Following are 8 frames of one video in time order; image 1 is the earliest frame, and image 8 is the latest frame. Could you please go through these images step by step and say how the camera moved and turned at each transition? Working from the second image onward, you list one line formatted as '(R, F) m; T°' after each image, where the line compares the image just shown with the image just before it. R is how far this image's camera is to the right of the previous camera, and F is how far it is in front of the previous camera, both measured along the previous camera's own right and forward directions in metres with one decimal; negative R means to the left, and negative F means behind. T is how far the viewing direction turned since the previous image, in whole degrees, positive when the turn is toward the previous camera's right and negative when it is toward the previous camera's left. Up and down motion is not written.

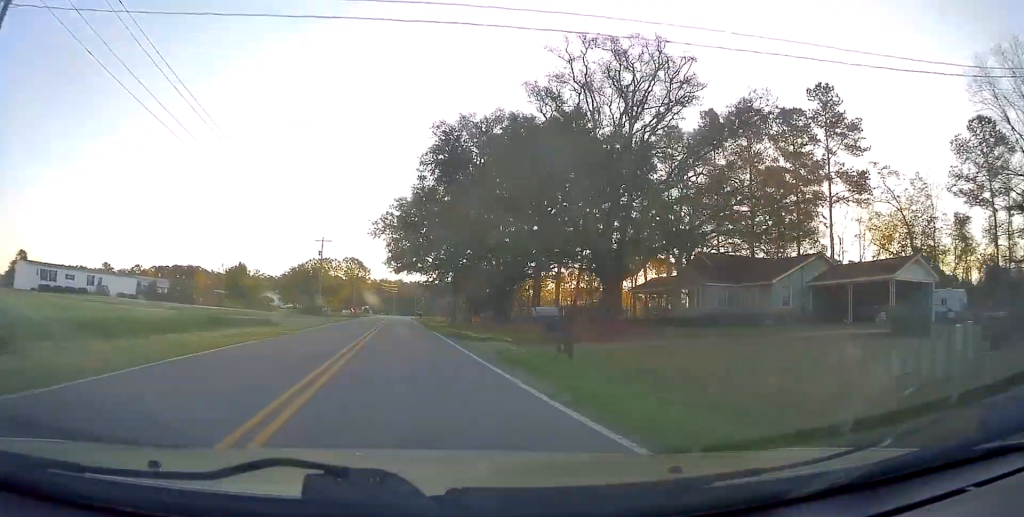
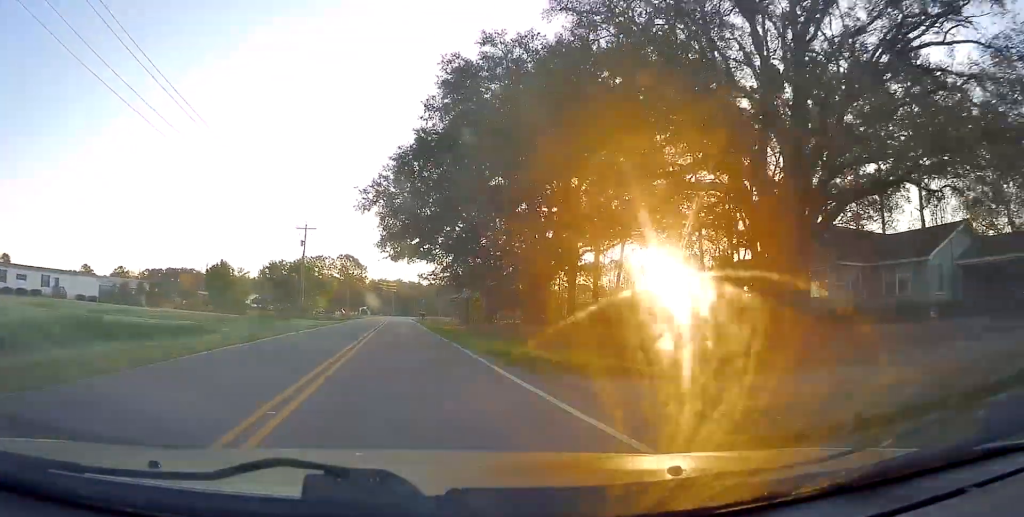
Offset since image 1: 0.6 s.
(-0.2, +13.5) m; -1°
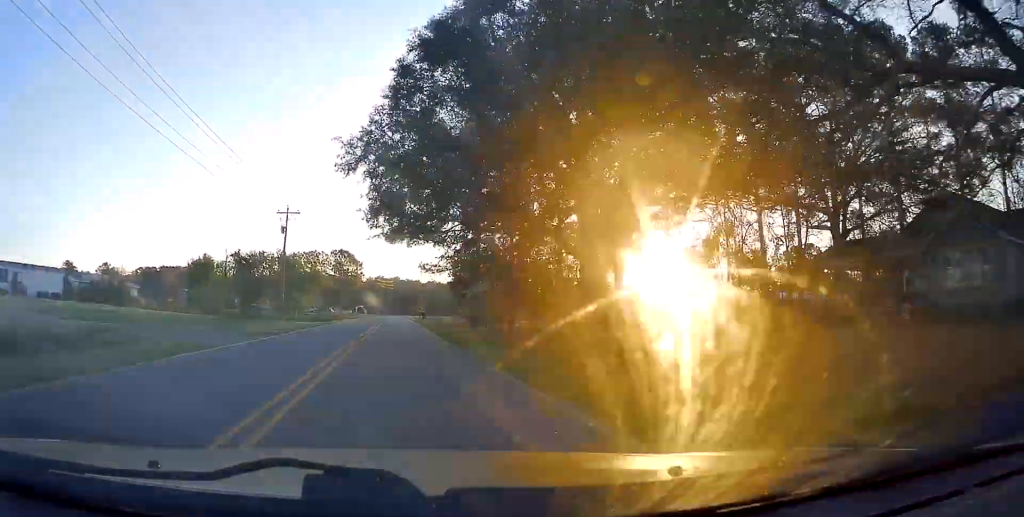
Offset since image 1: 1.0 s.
(+0.1, +10.4) m; 0°
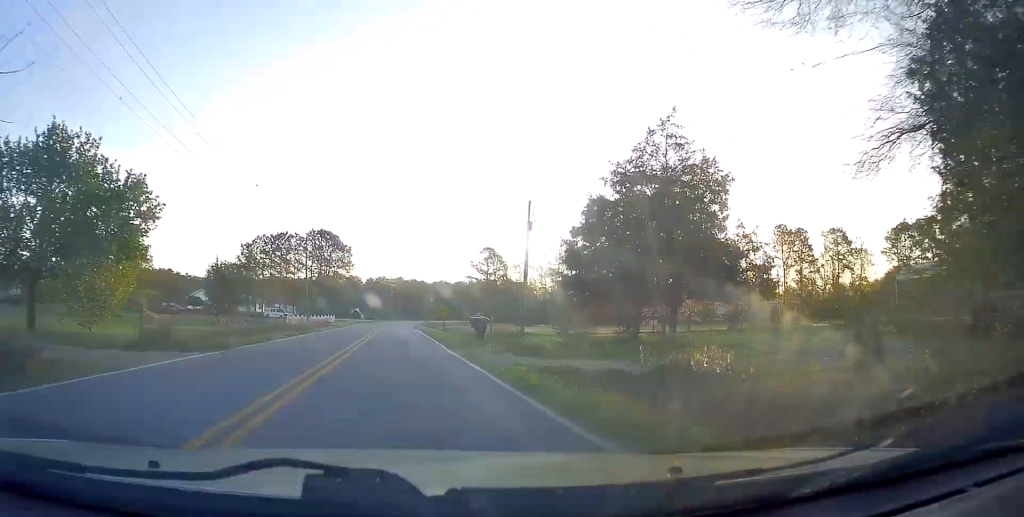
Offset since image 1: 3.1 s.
(0.0, +49.5) m; 0°
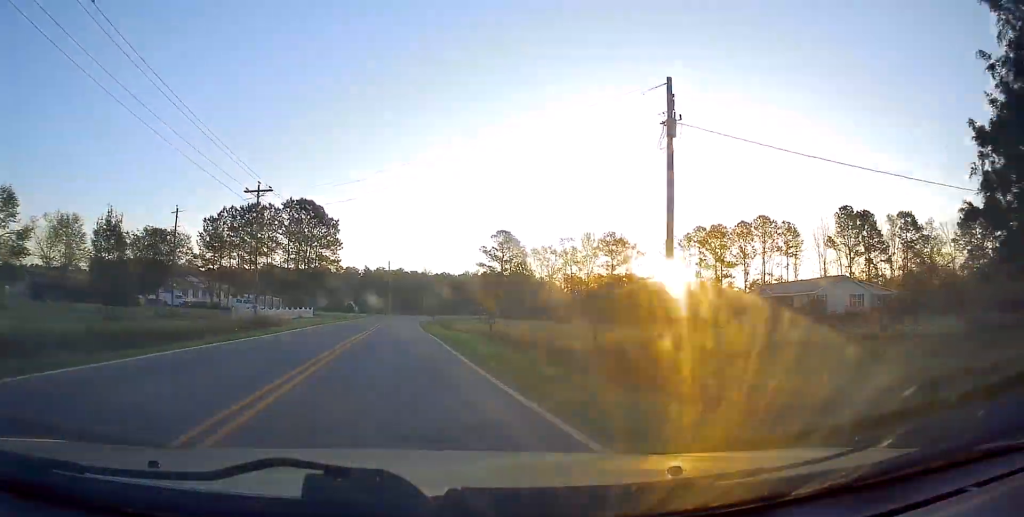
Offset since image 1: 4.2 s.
(0.0, +26.4) m; +1°
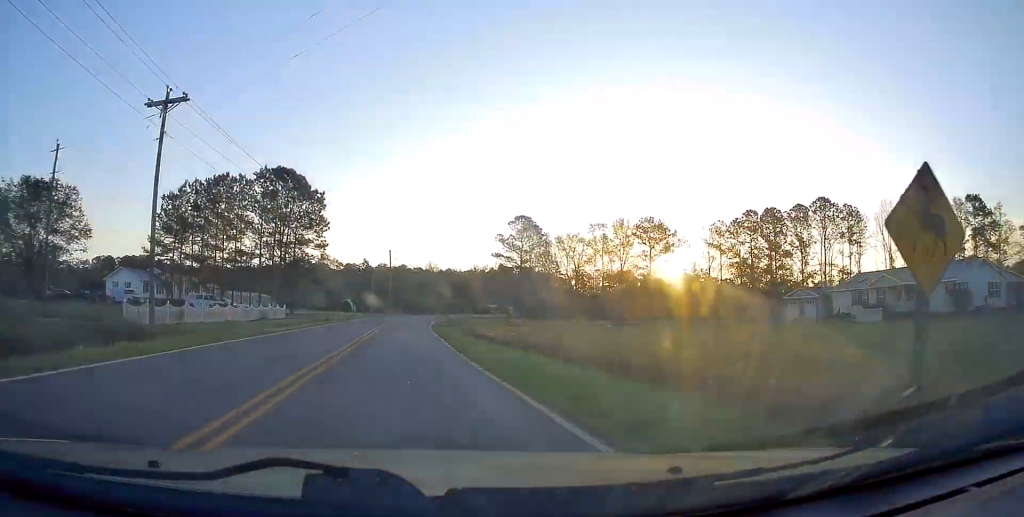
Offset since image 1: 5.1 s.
(+0.5, +21.2) m; +1°
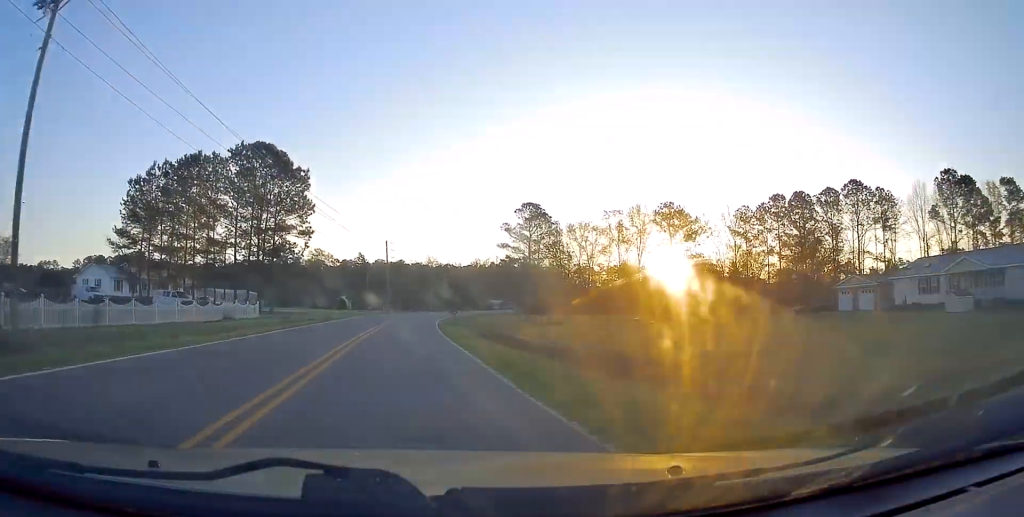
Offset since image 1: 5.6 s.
(+0.2, +10.8) m; 0°
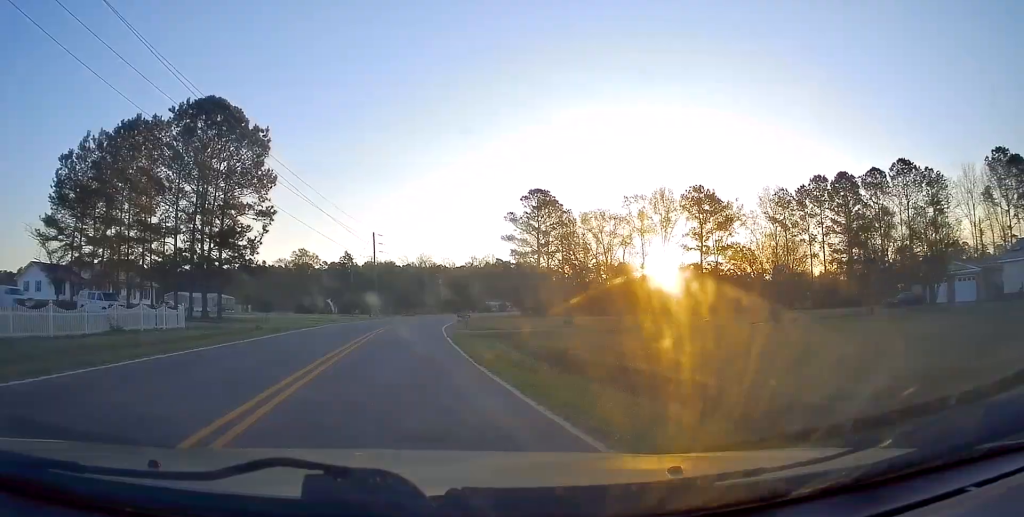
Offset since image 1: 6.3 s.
(-0.4, +15.8) m; -2°
